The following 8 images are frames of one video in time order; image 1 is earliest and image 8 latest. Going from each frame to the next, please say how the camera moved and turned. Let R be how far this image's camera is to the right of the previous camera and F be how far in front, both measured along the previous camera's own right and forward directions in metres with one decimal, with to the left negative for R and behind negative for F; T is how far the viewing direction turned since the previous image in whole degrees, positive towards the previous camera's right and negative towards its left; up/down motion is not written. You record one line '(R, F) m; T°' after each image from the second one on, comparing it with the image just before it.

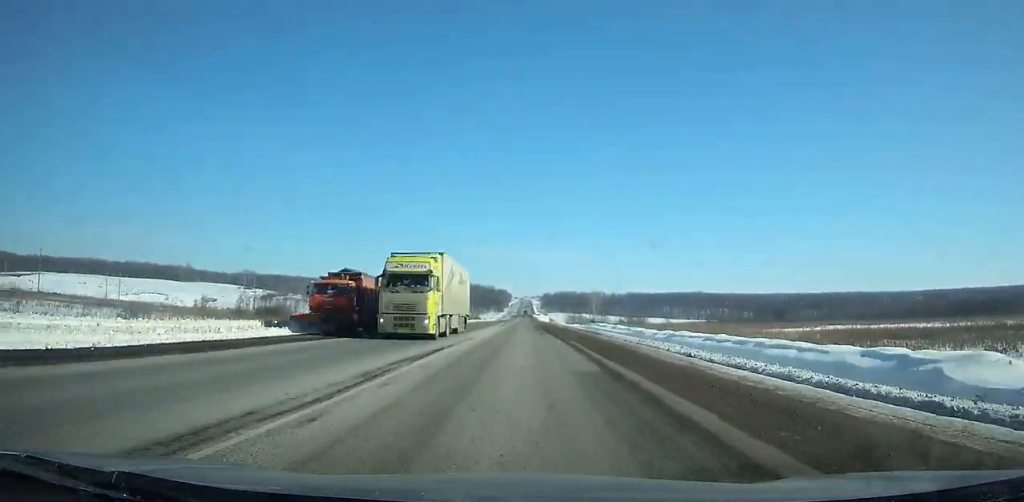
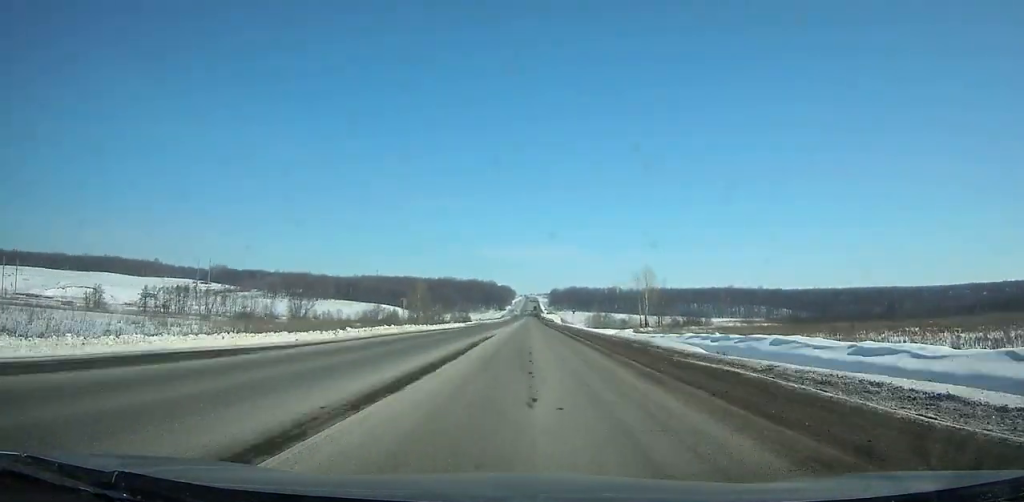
(+0.1, +98.8) m; 0°
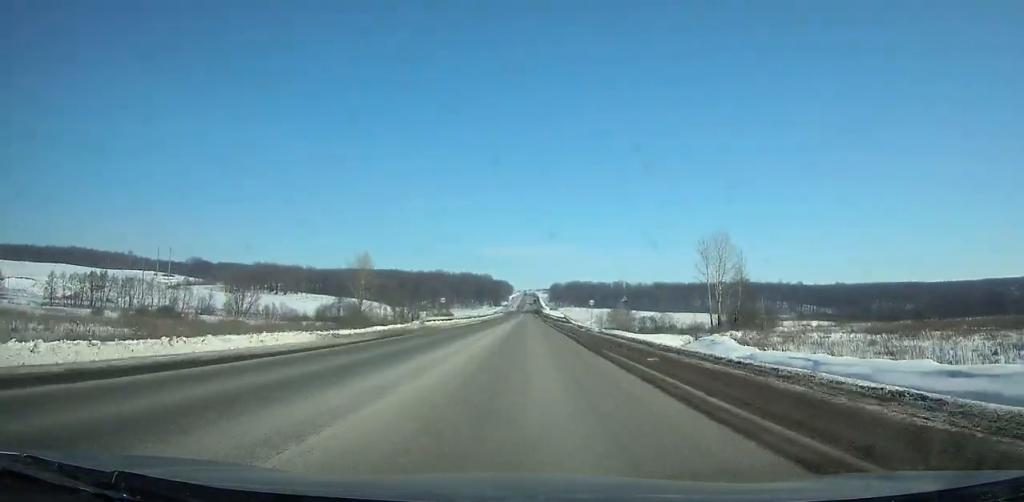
(+0.1, +58.8) m; 0°
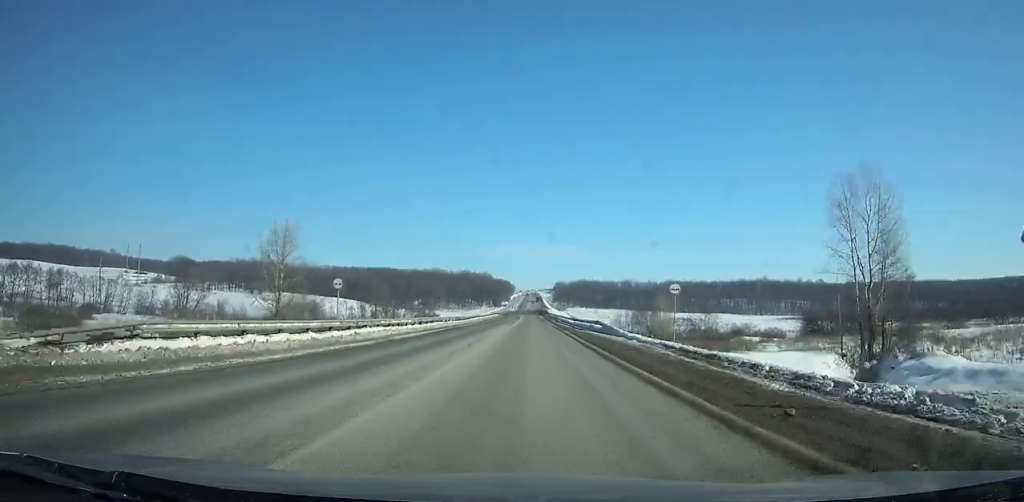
(0.0, +41.1) m; 0°
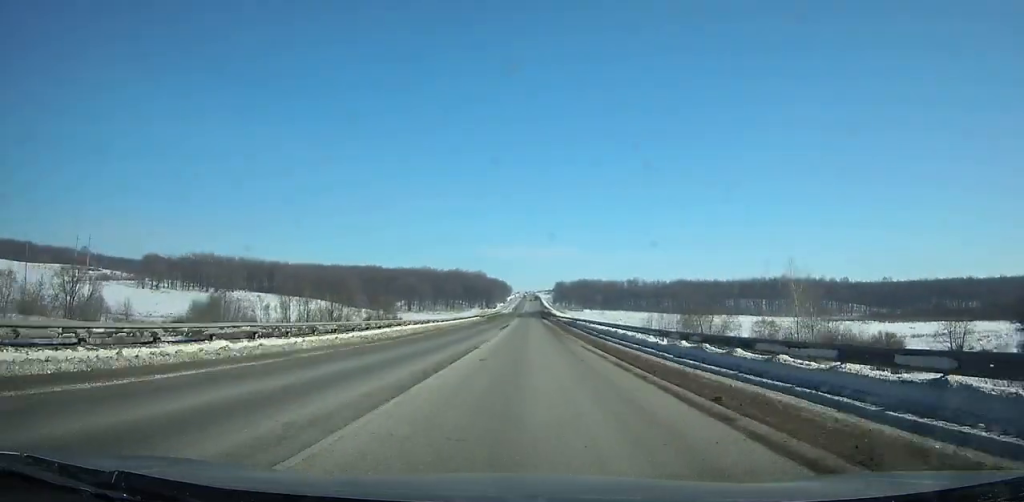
(-0.1, +52.8) m; 0°
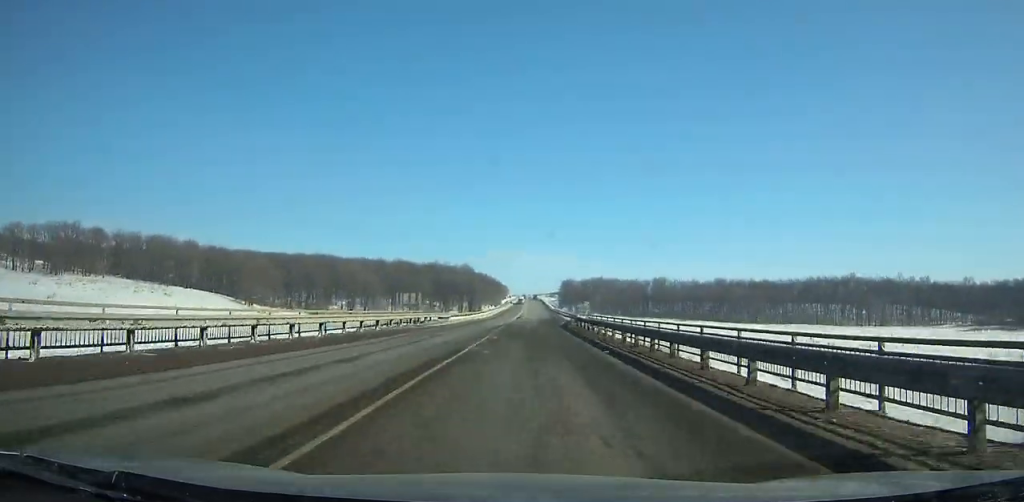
(-0.1, +119.9) m; 0°
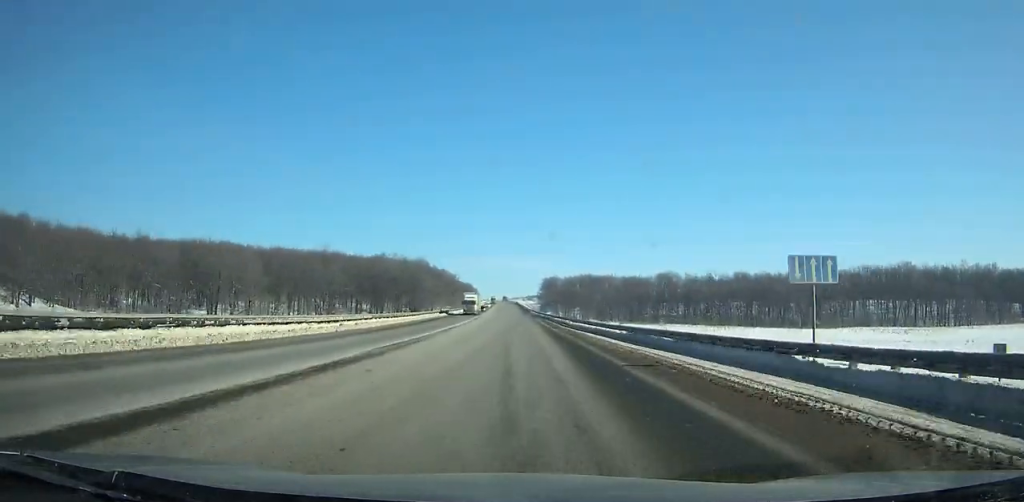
(+1.1, +95.4) m; +1°
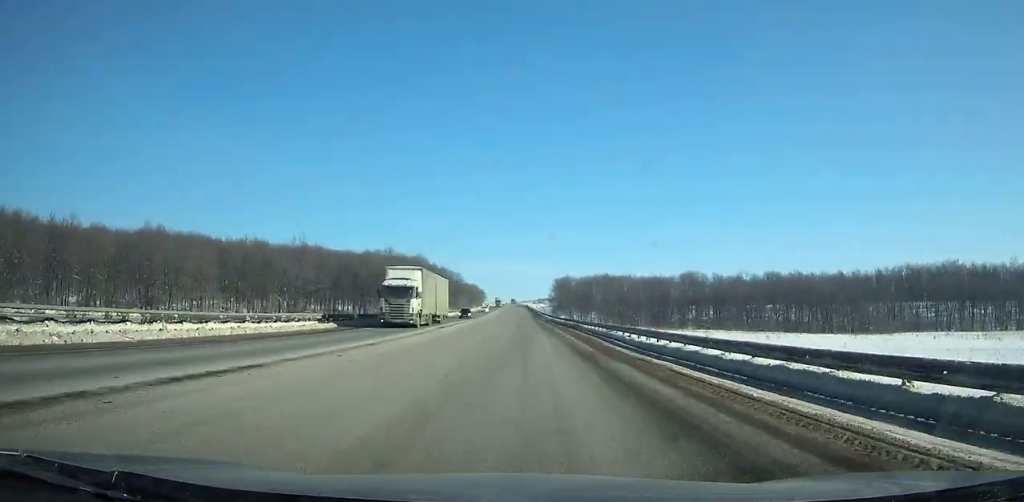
(+0.1, +33.0) m; 0°
